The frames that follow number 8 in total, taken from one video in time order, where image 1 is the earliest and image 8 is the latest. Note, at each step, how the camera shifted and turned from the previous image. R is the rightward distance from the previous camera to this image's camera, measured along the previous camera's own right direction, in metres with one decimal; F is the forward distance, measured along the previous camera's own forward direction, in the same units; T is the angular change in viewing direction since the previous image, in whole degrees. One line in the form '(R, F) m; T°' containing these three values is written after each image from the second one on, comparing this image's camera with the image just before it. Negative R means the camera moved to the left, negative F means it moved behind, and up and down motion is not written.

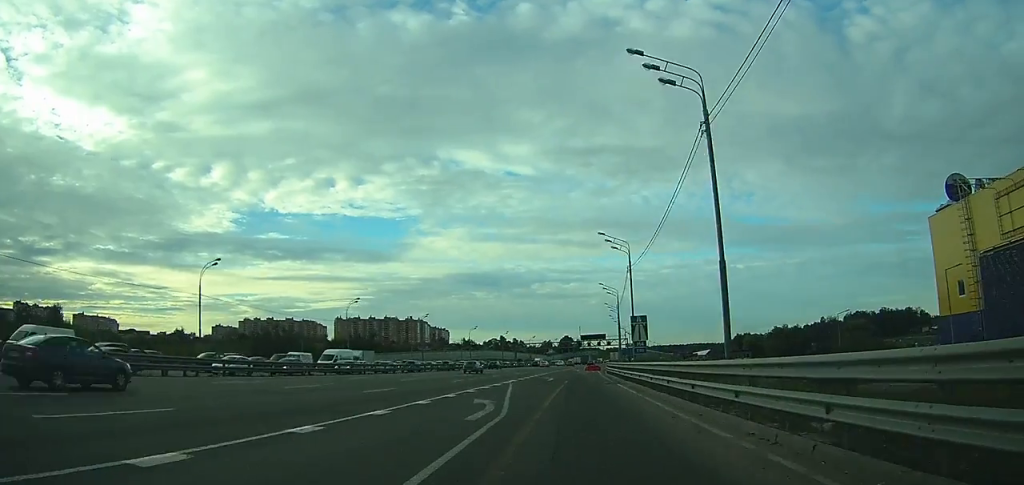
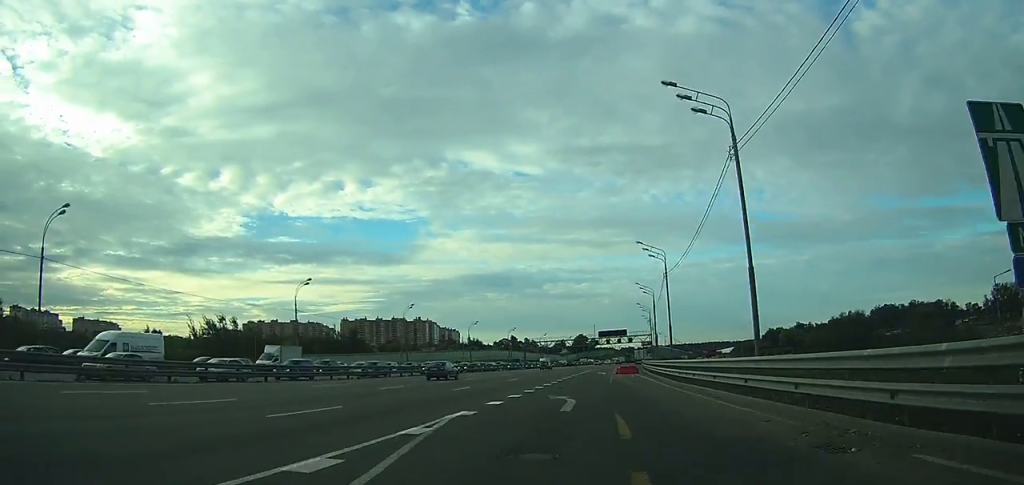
(+0.8, +27.6) m; +3°
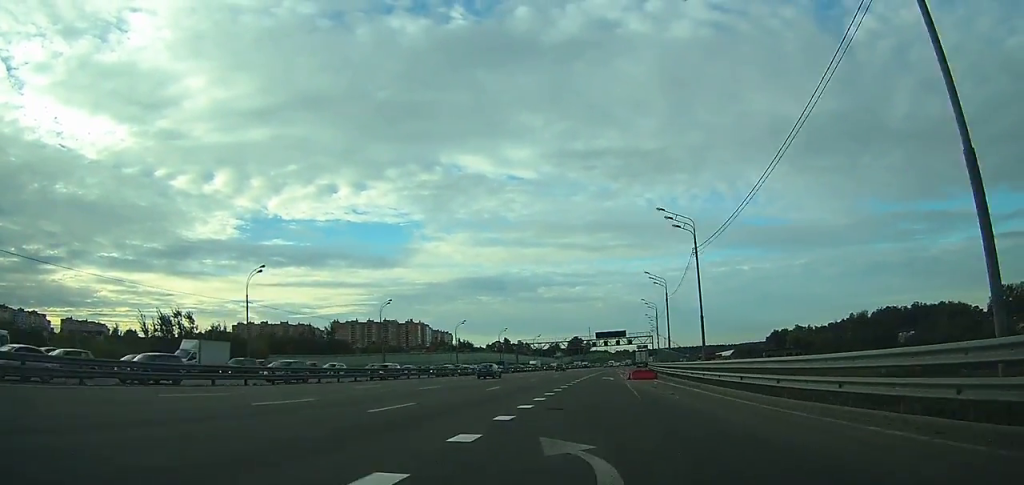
(+0.2, +12.2) m; +1°
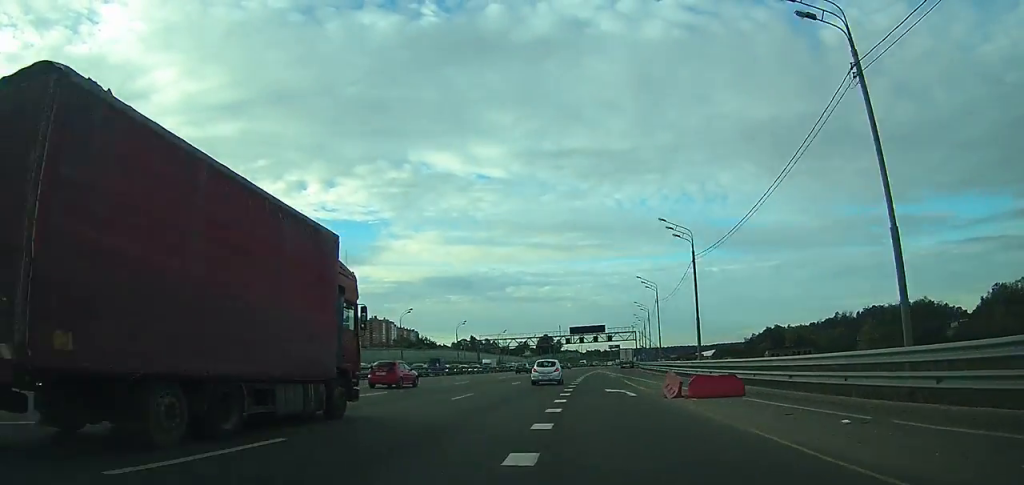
(+0.3, +24.8) m; +1°
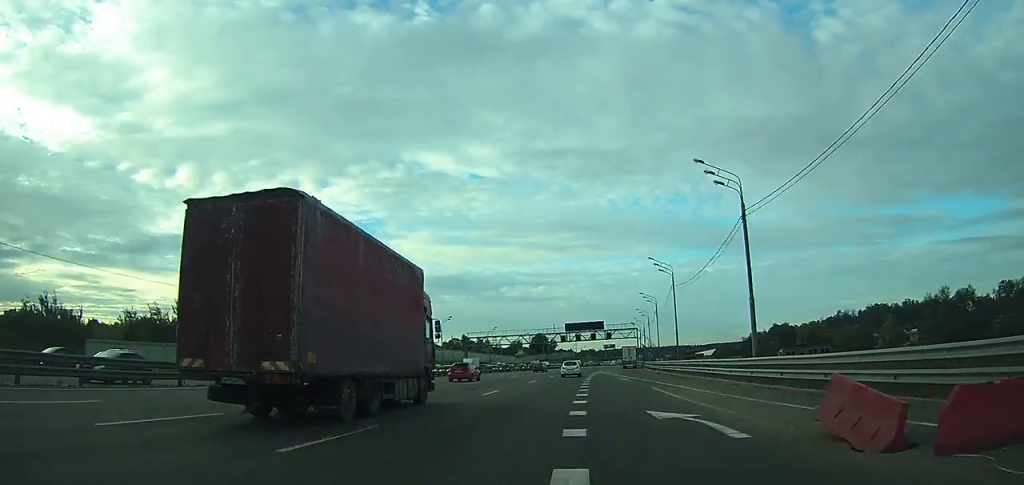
(0.0, +11.7) m; +1°
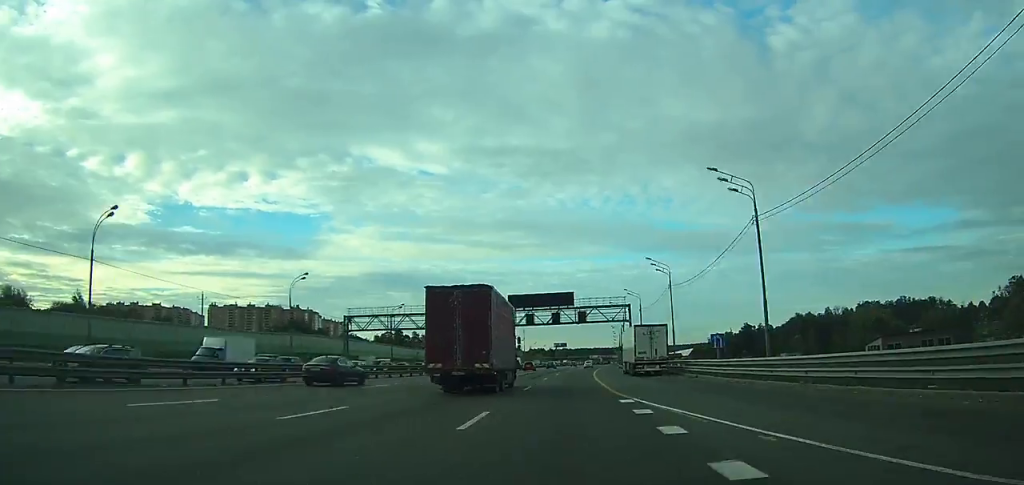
(+1.8, +51.3) m; +4°
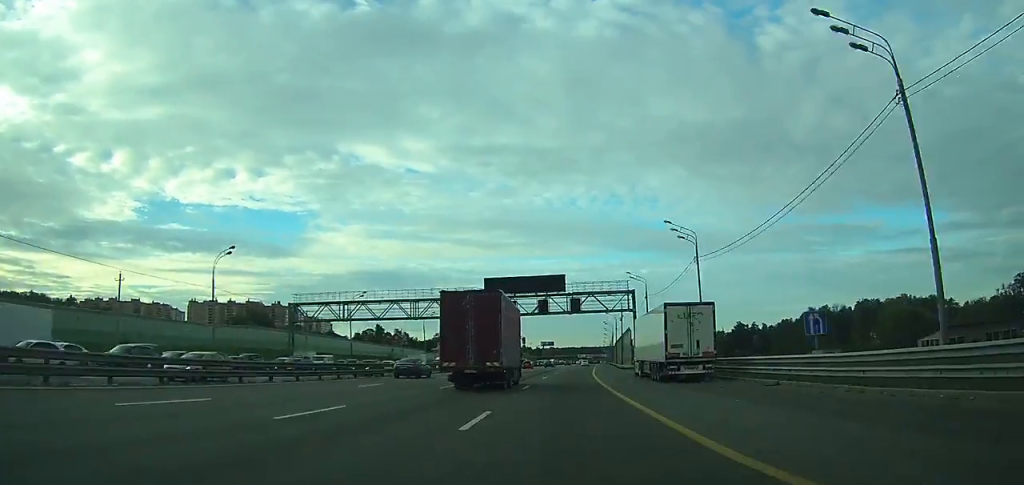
(+0.2, +14.9) m; +1°
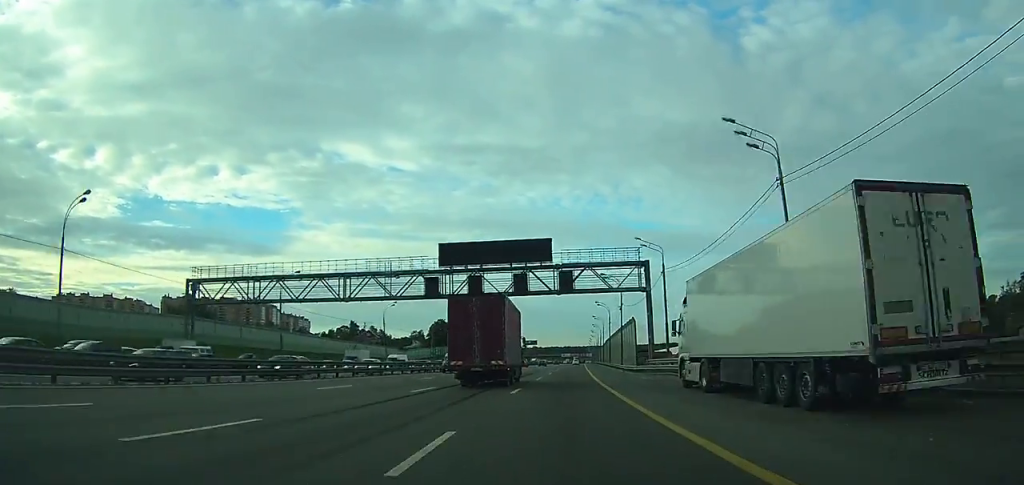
(+0.1, +18.9) m; +1°
